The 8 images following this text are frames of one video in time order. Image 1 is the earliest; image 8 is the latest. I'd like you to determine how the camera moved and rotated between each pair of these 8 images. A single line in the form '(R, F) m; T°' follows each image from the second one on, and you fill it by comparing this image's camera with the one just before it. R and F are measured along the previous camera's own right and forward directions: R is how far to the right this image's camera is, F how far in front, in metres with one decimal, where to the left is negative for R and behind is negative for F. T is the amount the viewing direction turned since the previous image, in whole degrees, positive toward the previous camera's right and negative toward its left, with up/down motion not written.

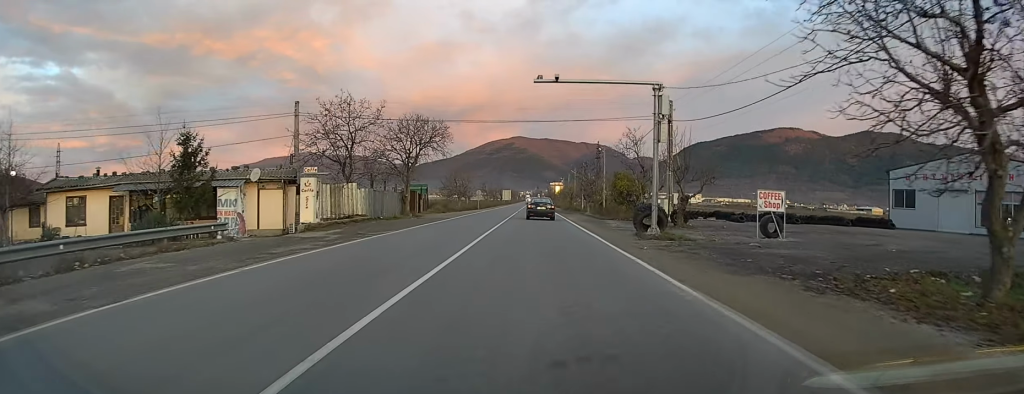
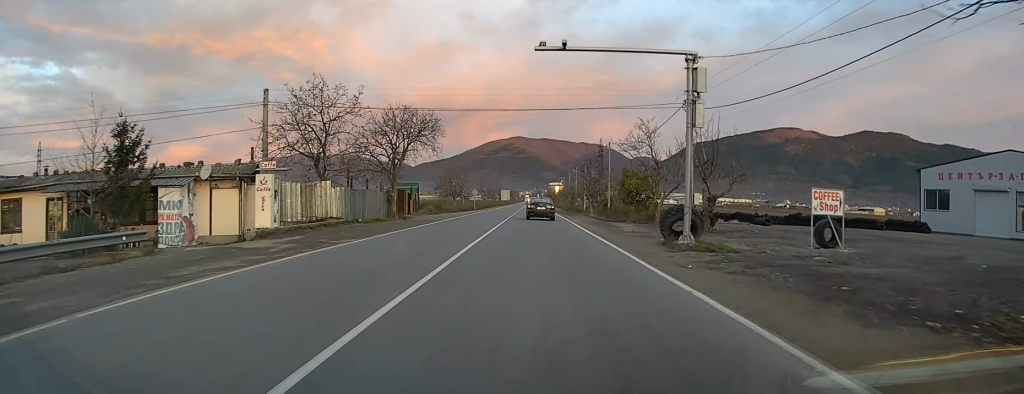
(-0.1, +5.3) m; 0°
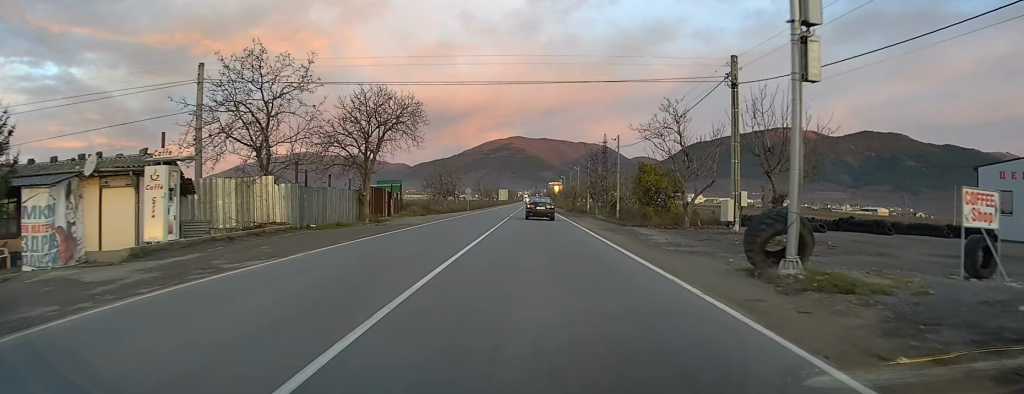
(-0.2, +7.9) m; +1°
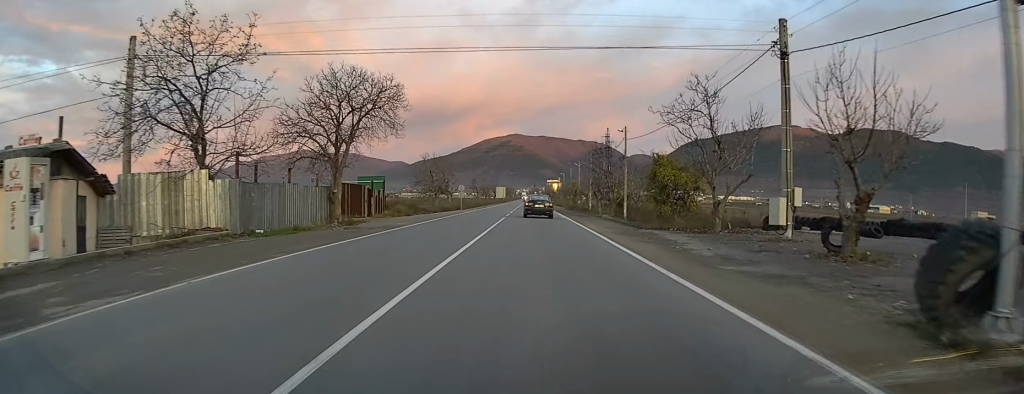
(+0.2, +5.7) m; 0°
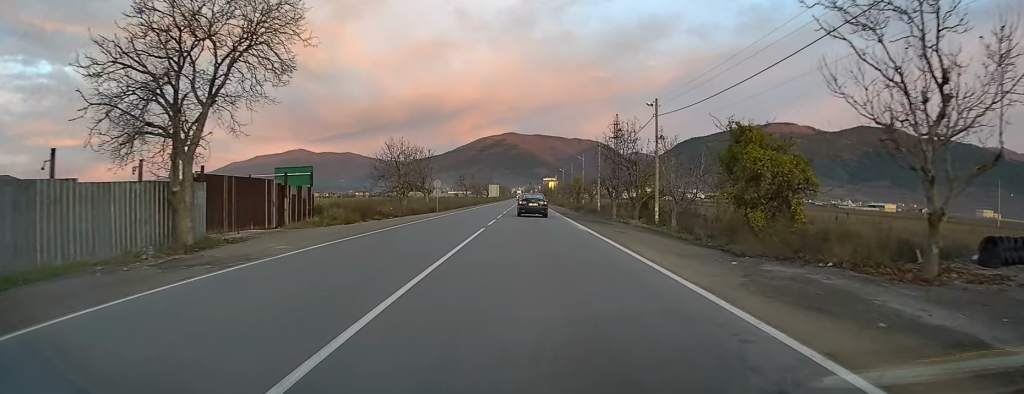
(+0.1, +15.6) m; 0°
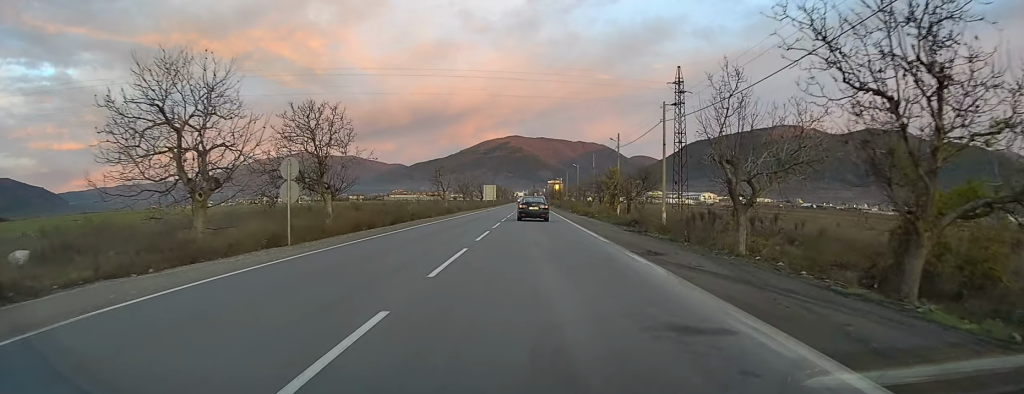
(-0.1, +35.0) m; 0°
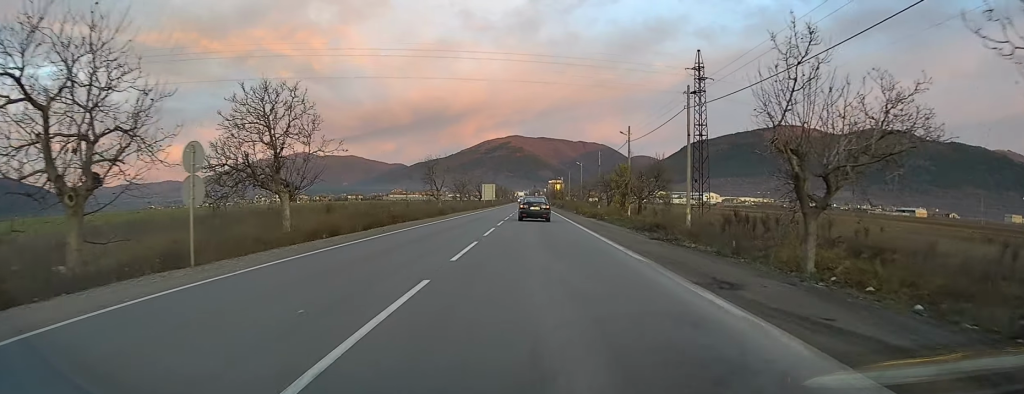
(+0.1, +6.2) m; 0°
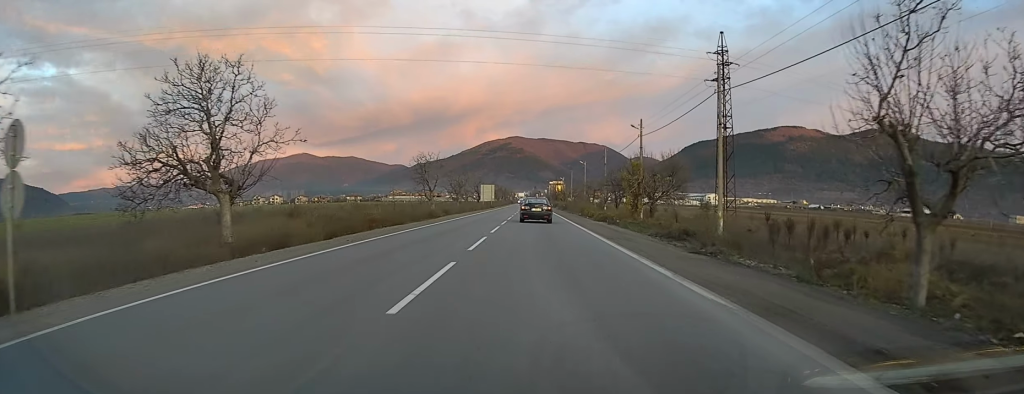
(0.0, +5.8) m; 0°
